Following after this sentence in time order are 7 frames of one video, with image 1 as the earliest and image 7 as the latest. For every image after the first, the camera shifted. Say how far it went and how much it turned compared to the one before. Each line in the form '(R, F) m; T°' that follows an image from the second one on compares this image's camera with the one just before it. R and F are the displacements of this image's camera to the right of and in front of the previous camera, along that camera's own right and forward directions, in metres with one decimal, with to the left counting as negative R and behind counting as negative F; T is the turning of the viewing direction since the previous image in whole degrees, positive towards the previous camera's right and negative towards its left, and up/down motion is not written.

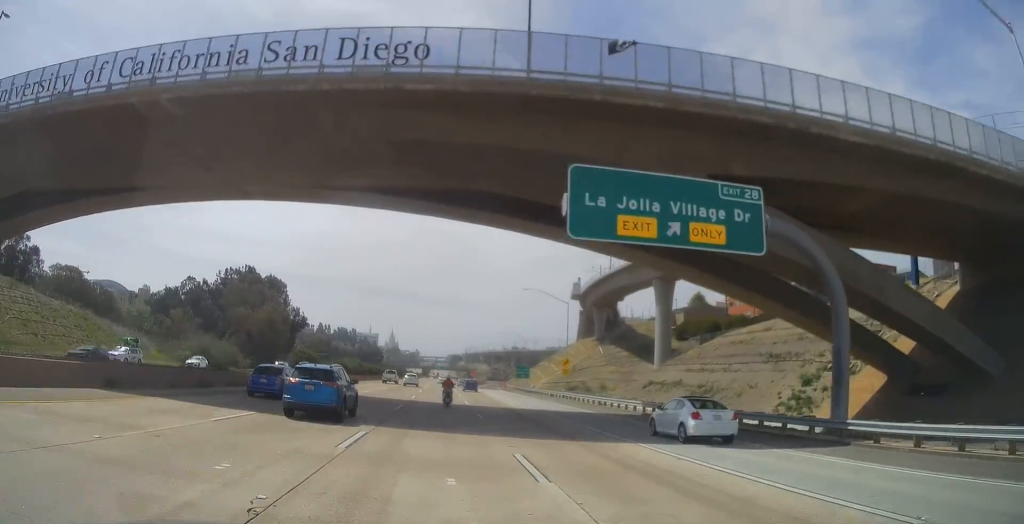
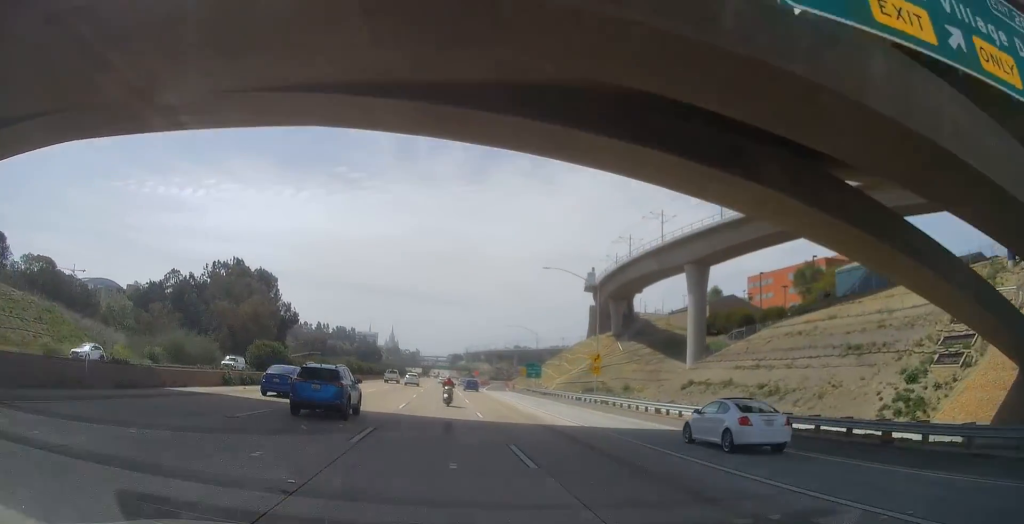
(0.0, +13.7) m; 0°
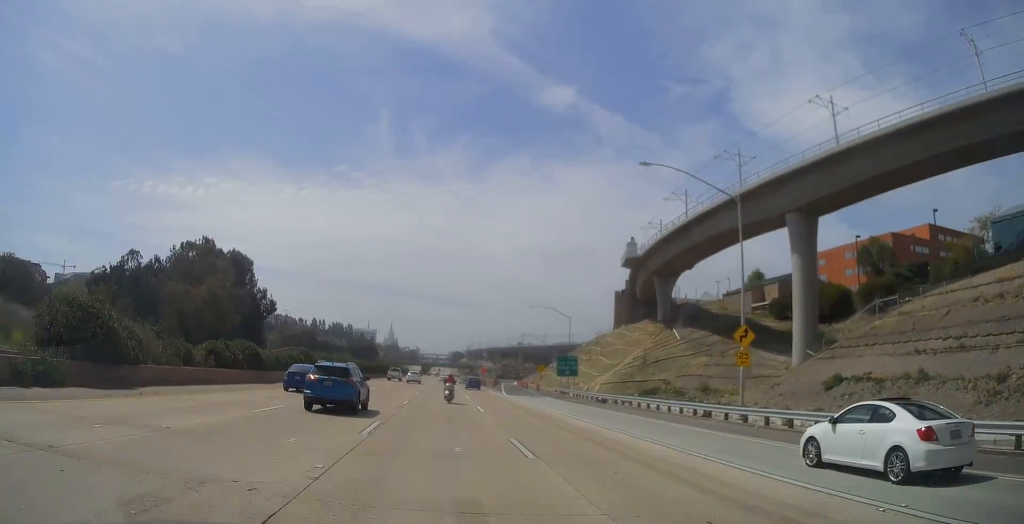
(0.0, +28.5) m; 0°
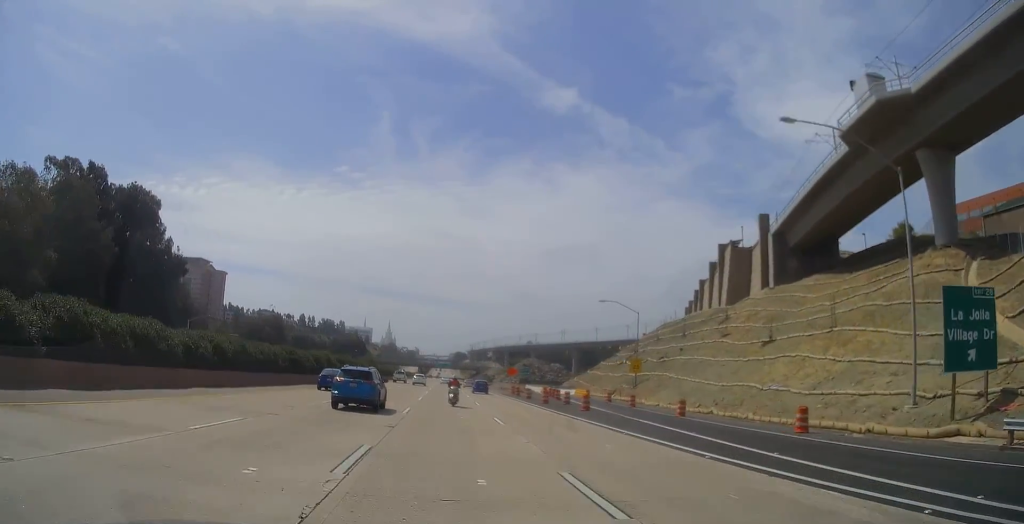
(-1.2, +64.6) m; -1°
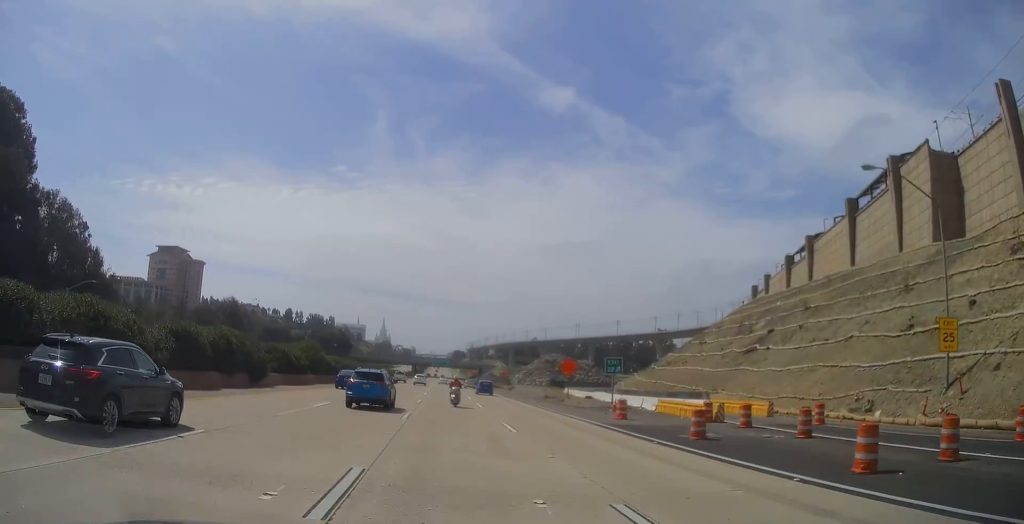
(+0.9, +47.2) m; 0°
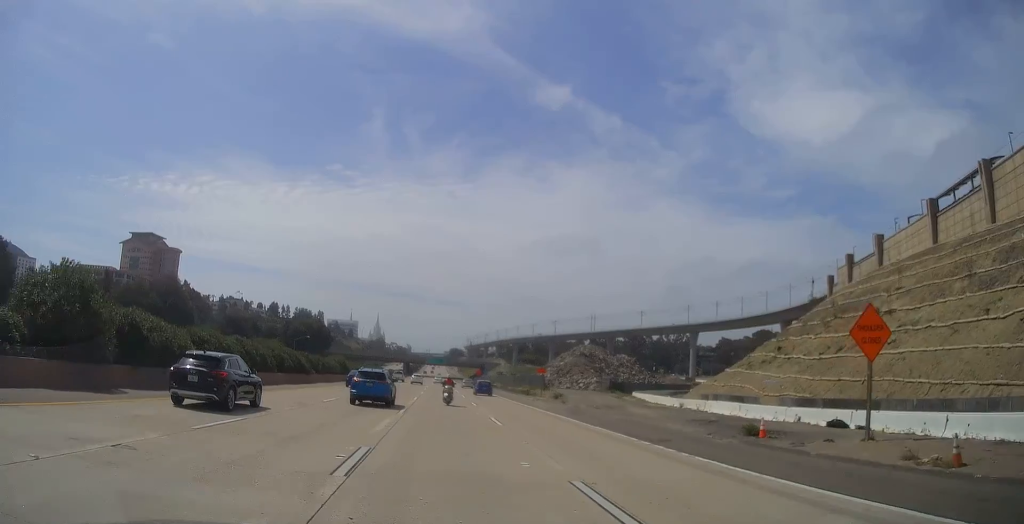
(-0.8, +42.2) m; -1°
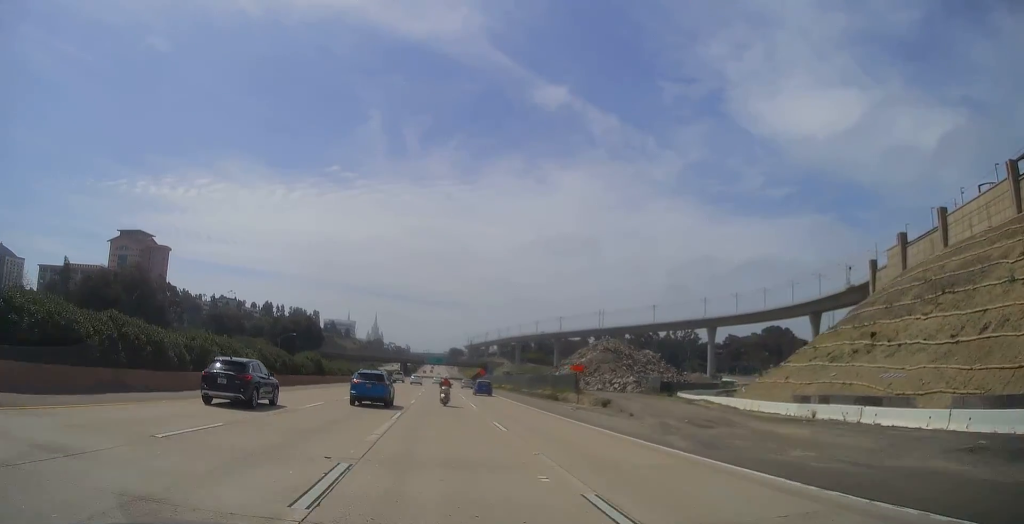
(+0.2, +17.0) m; +1°
